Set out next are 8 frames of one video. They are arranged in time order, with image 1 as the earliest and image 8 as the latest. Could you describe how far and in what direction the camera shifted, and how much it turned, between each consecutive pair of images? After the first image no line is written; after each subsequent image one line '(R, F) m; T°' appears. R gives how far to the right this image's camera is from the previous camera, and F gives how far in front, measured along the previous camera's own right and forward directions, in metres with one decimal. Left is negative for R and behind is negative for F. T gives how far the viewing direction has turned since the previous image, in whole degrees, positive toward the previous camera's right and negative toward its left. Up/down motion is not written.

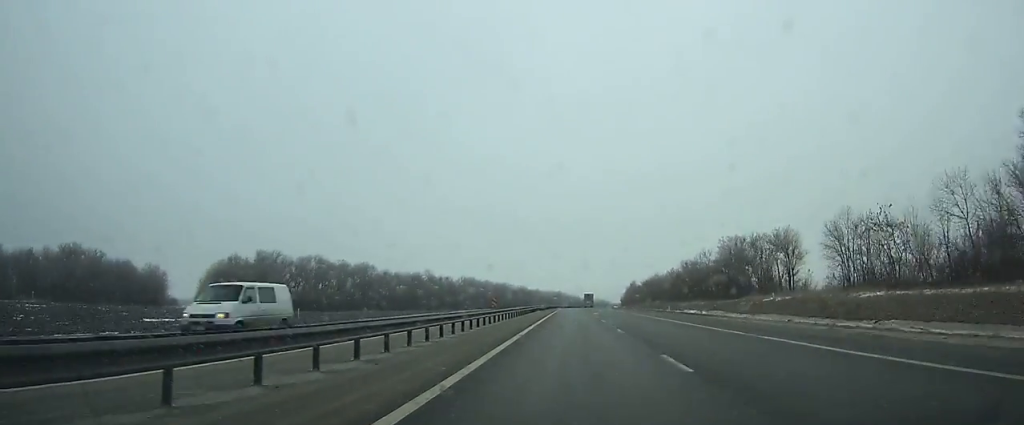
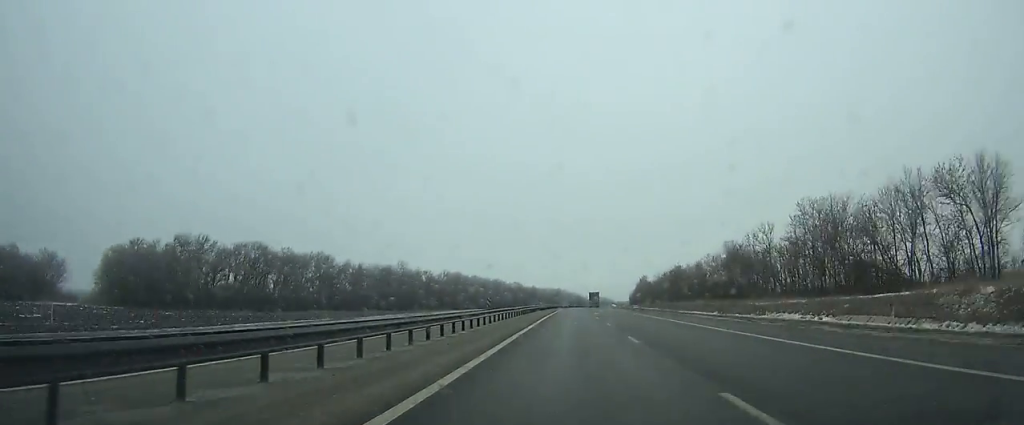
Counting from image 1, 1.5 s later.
(0.0, +45.2) m; 0°
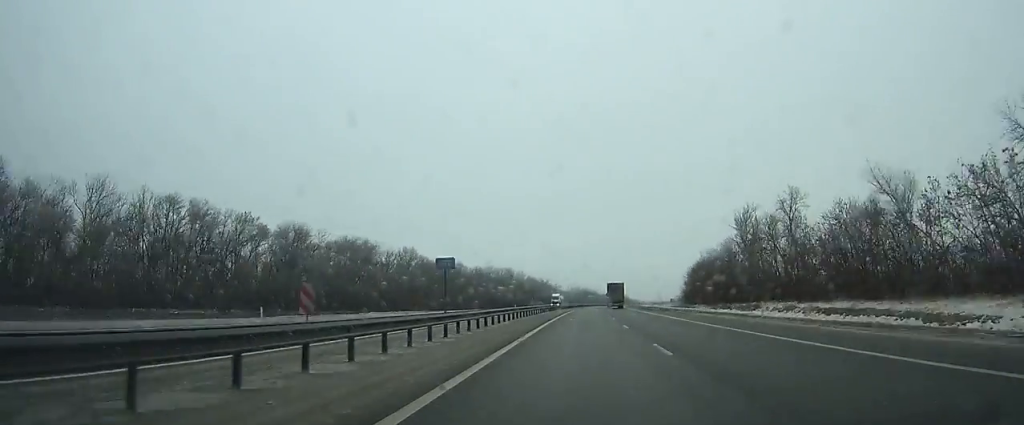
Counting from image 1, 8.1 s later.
(+4.5, +199.9) m; +4°
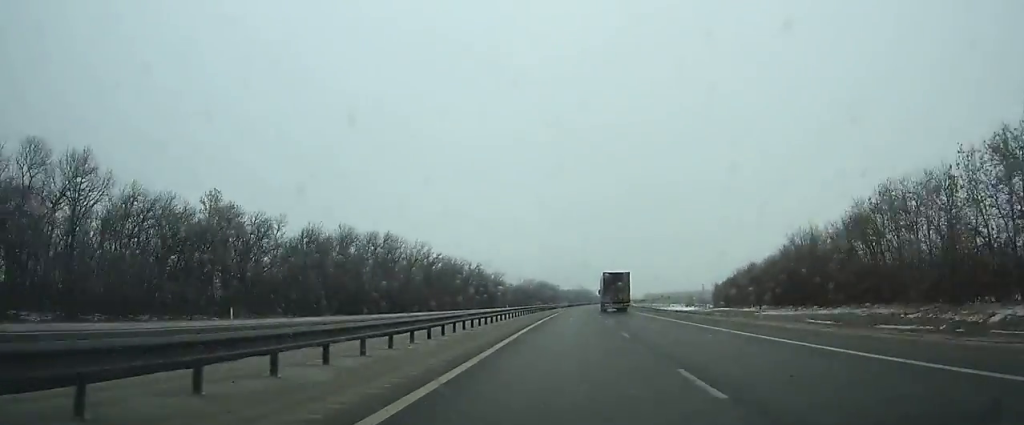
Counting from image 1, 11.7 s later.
(+3.2, +103.2) m; +3°
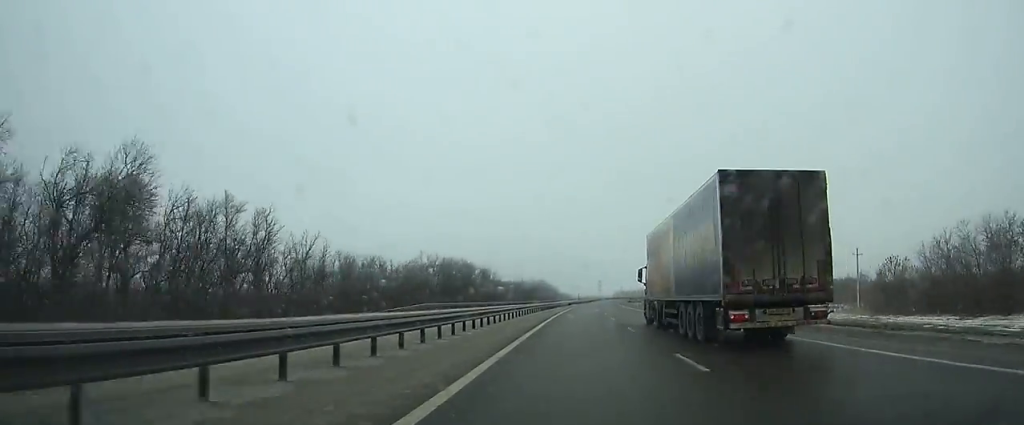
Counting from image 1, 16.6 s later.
(+4.5, +133.8) m; +4°
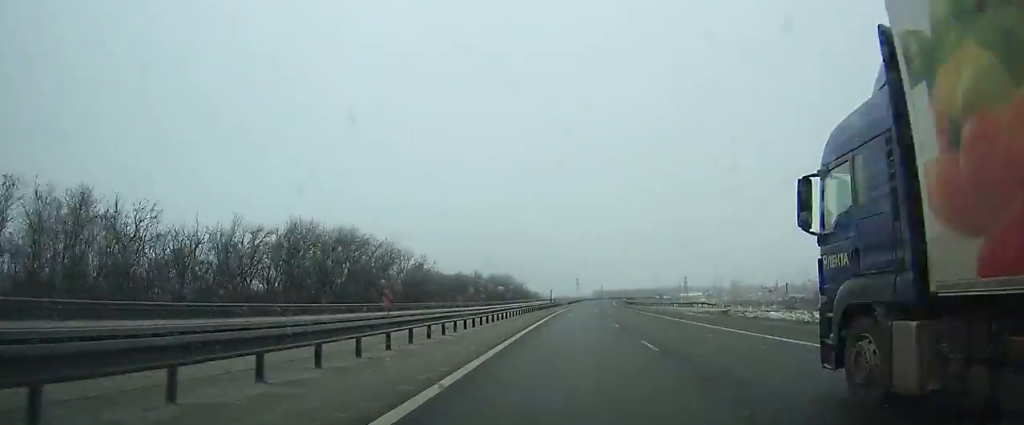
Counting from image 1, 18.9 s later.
(+1.0, +60.8) m; +2°
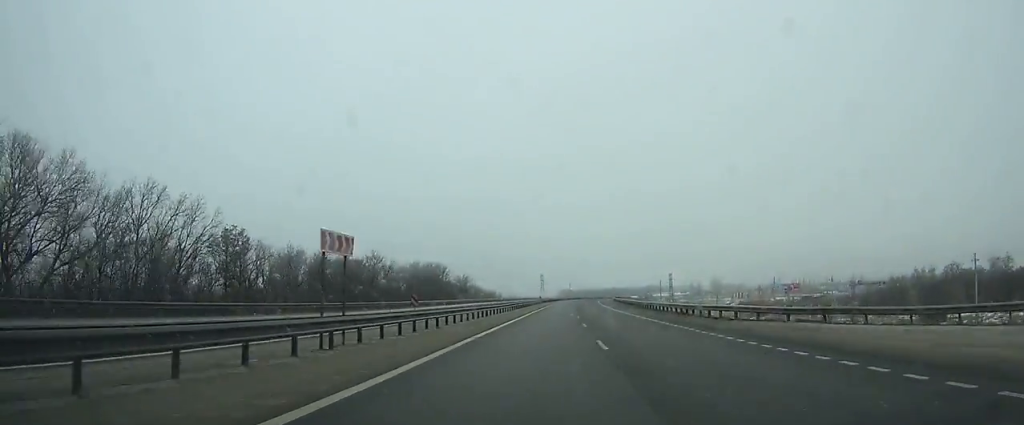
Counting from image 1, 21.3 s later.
(+1.6, +66.1) m; +2°
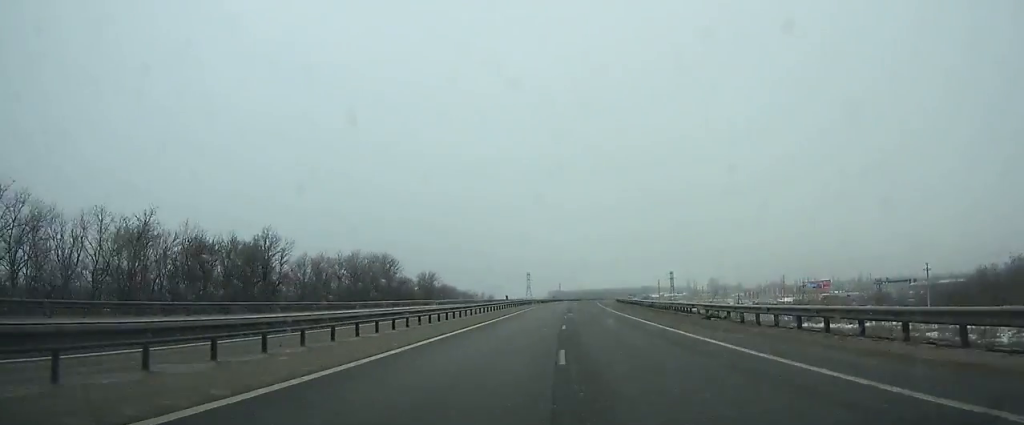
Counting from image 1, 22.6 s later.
(+0.3, +36.5) m; +1°
